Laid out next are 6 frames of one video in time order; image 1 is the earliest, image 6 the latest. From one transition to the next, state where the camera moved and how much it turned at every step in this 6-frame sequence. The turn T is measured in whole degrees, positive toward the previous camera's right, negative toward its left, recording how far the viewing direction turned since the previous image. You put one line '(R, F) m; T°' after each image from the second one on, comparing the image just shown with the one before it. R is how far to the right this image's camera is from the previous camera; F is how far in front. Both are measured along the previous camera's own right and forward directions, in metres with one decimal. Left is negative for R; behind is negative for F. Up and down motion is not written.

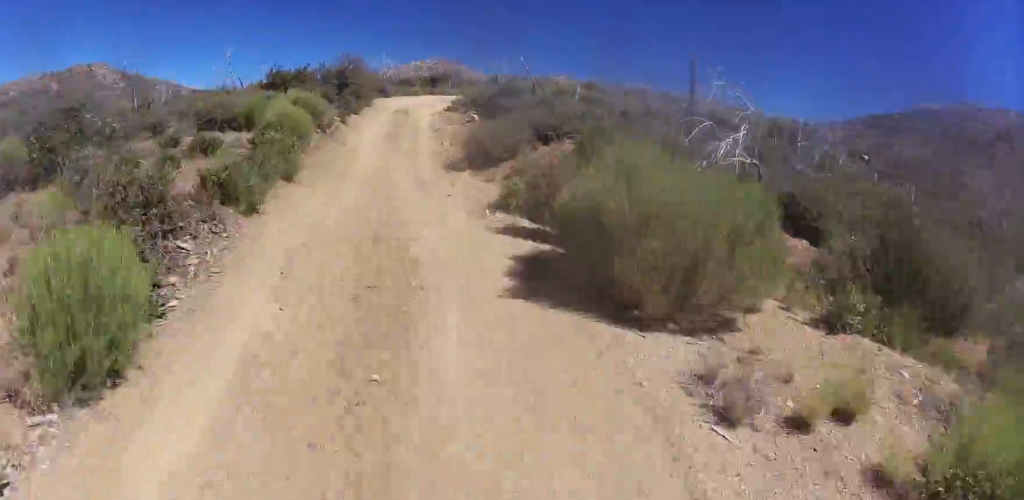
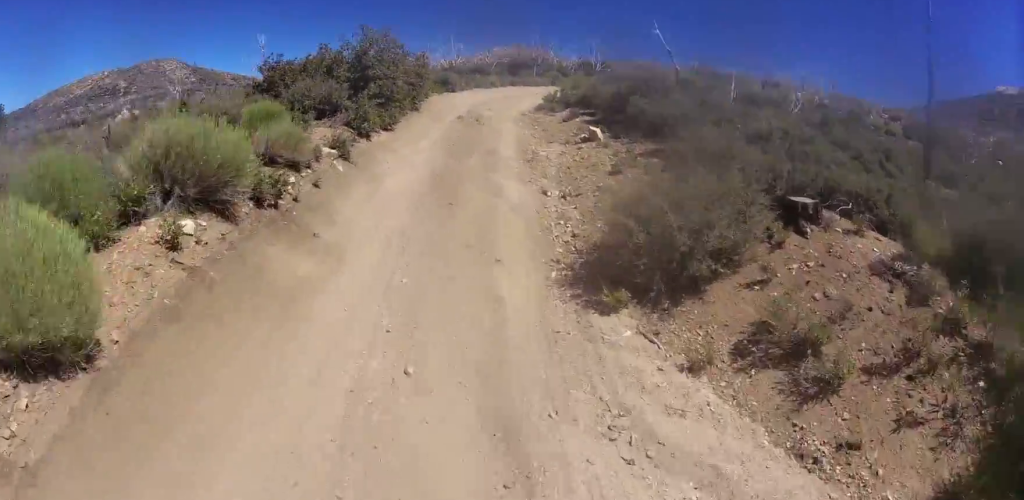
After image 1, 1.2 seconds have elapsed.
(-1.1, +9.0) m; -6°
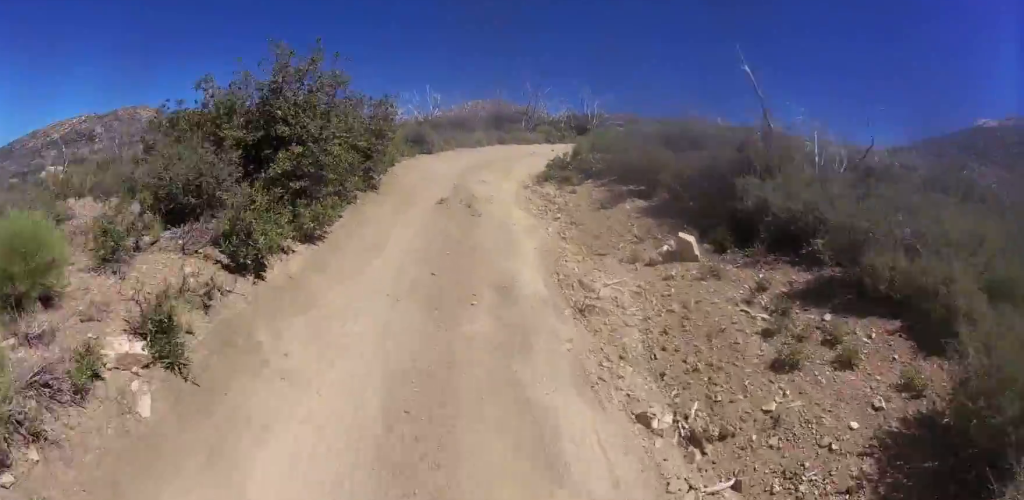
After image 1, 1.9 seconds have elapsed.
(+0.2, +5.4) m; 0°
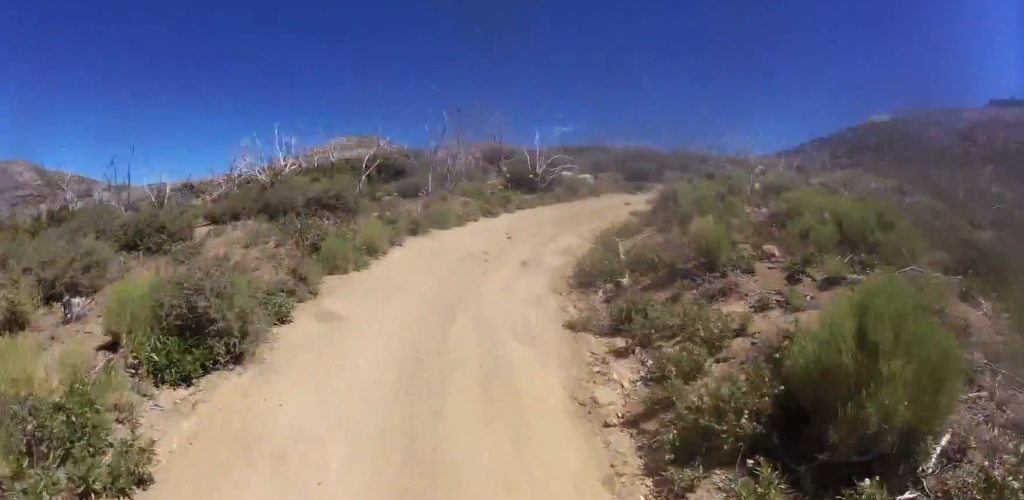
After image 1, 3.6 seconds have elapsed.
(-0.5, +12.7) m; +6°
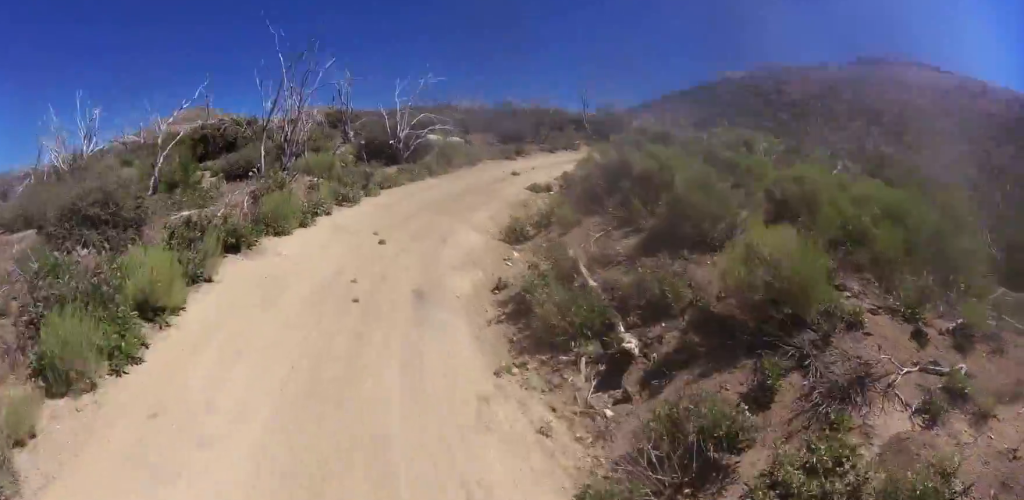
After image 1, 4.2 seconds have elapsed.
(+0.4, +4.7) m; +10°
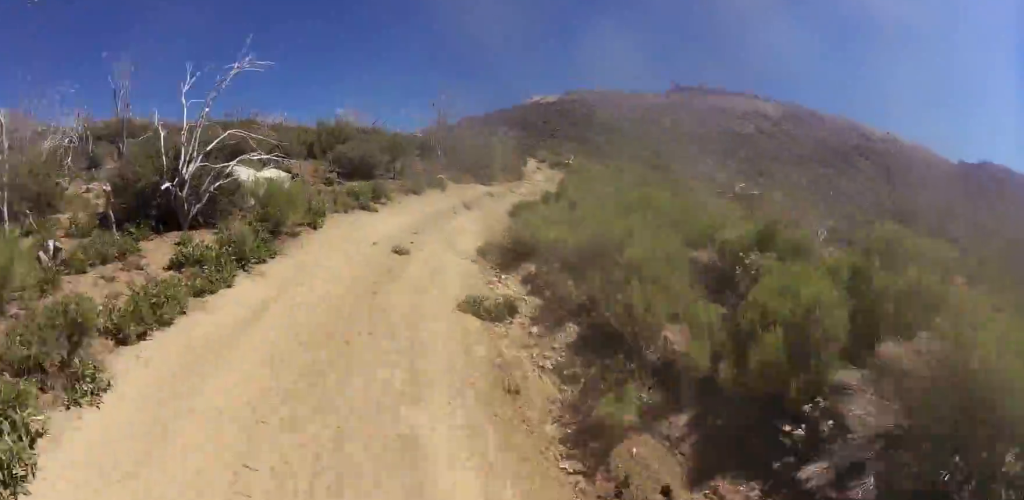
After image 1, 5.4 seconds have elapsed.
(+1.8, +8.7) m; +19°
